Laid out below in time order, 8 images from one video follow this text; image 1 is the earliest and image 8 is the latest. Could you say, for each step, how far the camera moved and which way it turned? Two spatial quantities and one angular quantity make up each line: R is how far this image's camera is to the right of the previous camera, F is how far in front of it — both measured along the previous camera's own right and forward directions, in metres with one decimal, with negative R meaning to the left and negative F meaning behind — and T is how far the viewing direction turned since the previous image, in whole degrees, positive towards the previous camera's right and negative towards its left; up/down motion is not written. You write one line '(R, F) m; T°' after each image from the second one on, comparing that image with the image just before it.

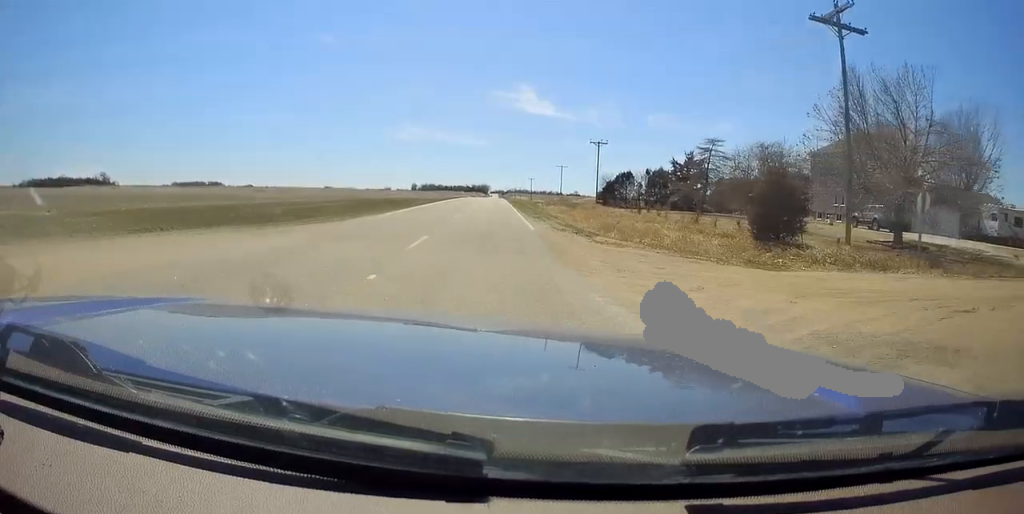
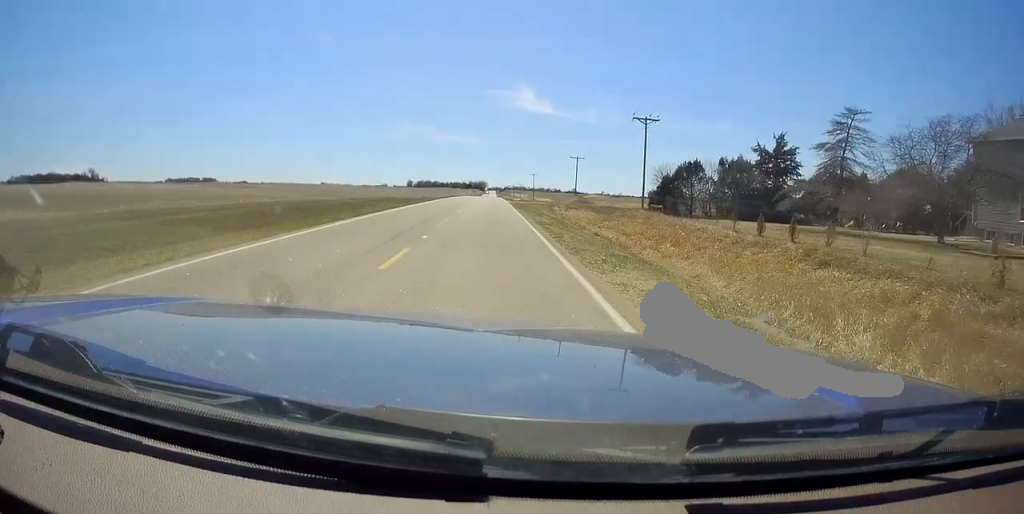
(-0.8, +26.1) m; -2°
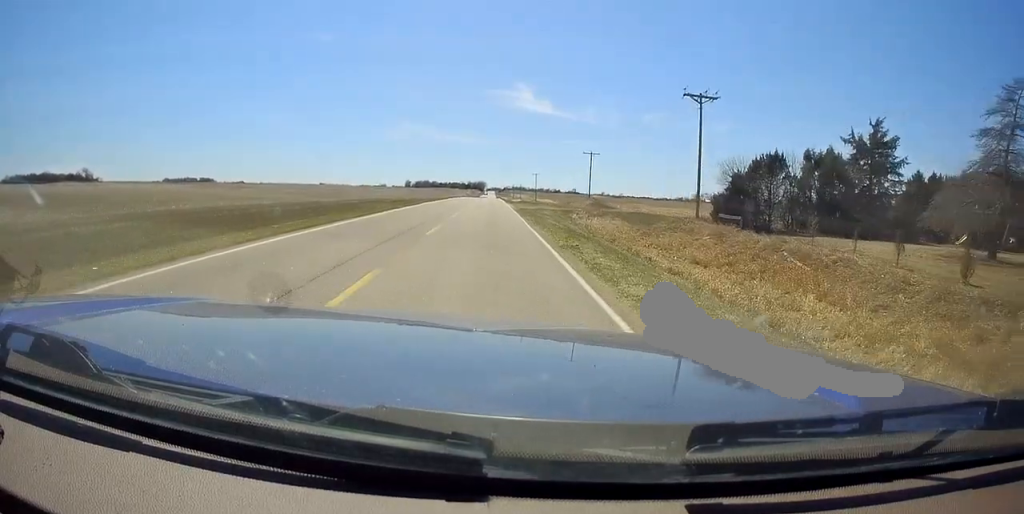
(0.0, +14.9) m; 0°
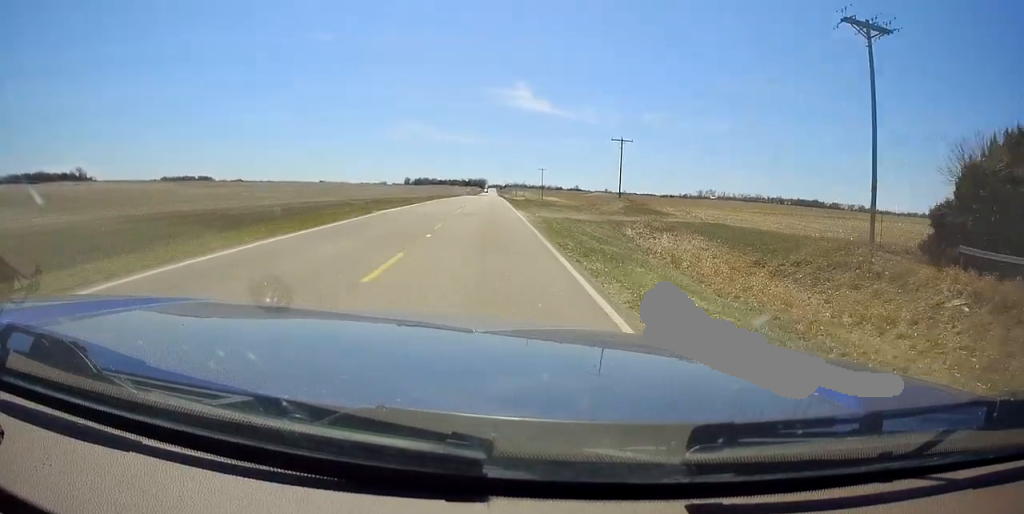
(0.0, +19.5) m; 0°
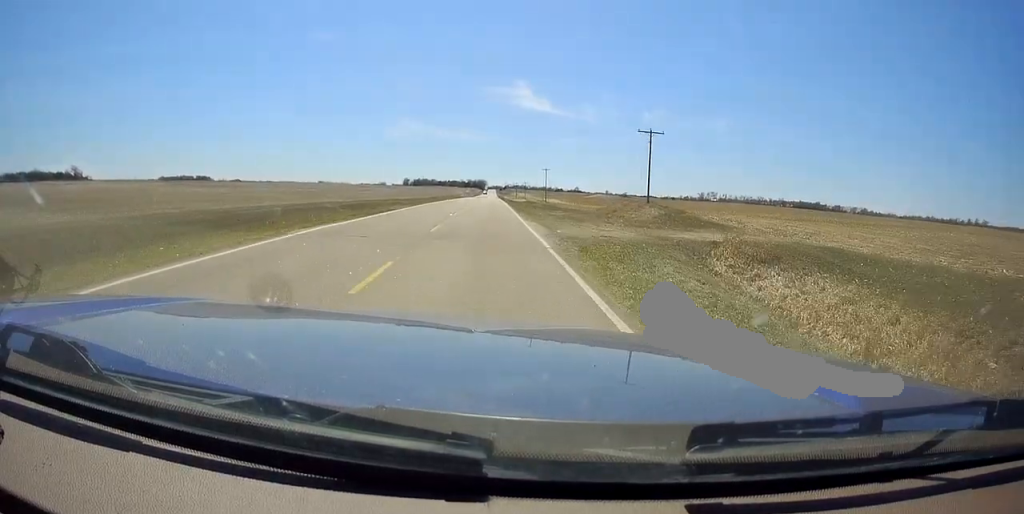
(0.0, +12.0) m; 0°
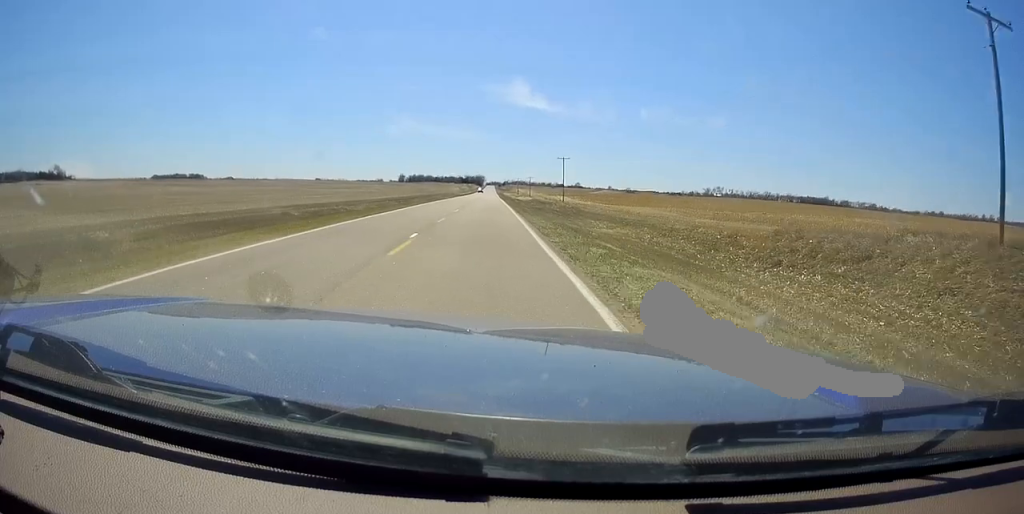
(0.0, +39.7) m; 0°
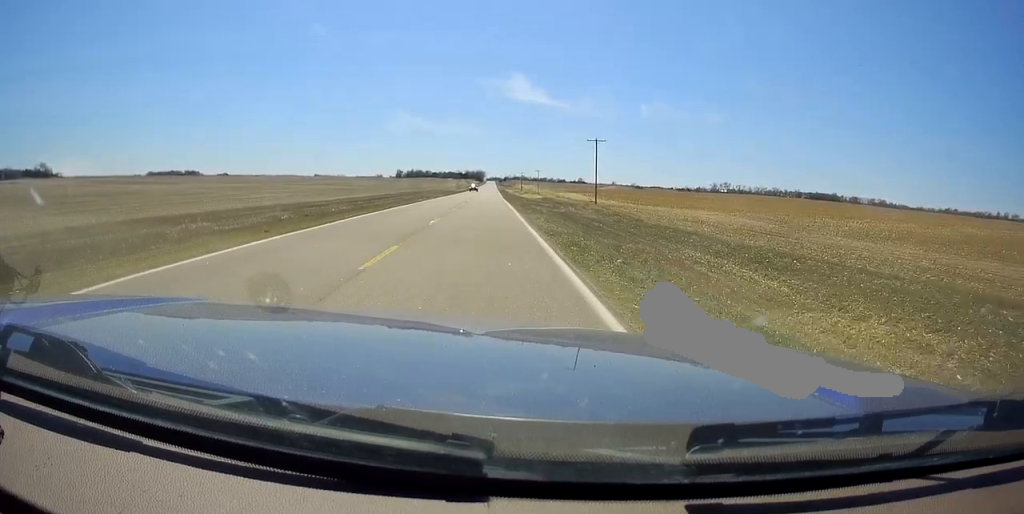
(0.0, +34.9) m; +1°
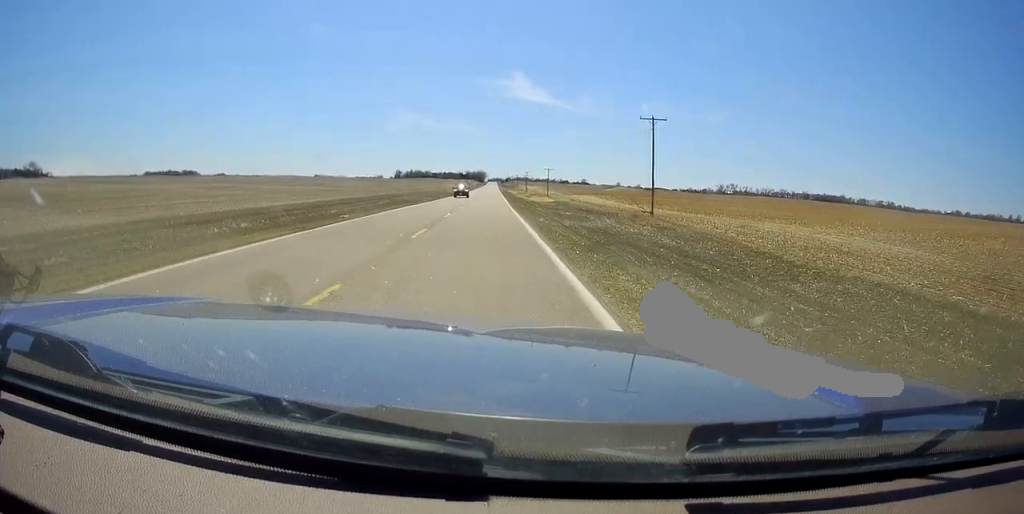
(+0.4, +27.5) m; 0°
